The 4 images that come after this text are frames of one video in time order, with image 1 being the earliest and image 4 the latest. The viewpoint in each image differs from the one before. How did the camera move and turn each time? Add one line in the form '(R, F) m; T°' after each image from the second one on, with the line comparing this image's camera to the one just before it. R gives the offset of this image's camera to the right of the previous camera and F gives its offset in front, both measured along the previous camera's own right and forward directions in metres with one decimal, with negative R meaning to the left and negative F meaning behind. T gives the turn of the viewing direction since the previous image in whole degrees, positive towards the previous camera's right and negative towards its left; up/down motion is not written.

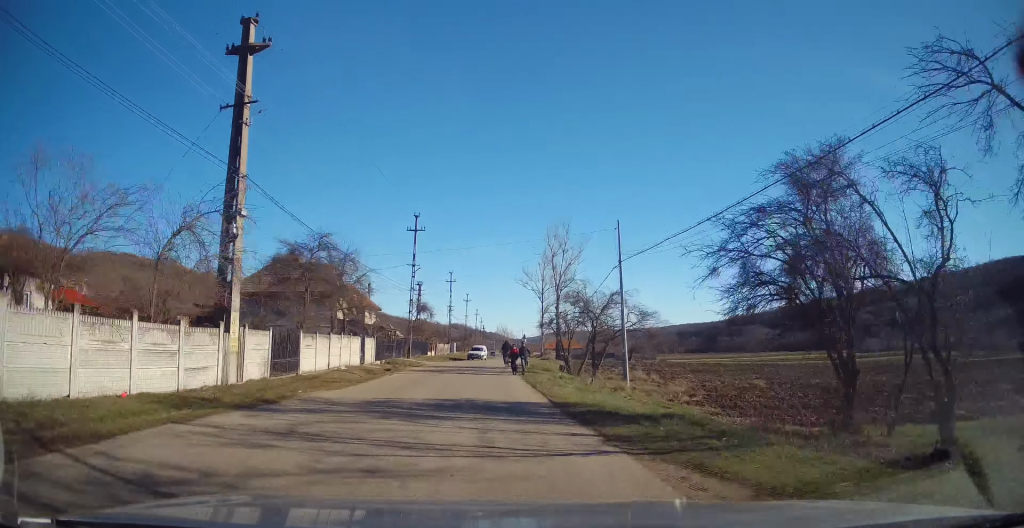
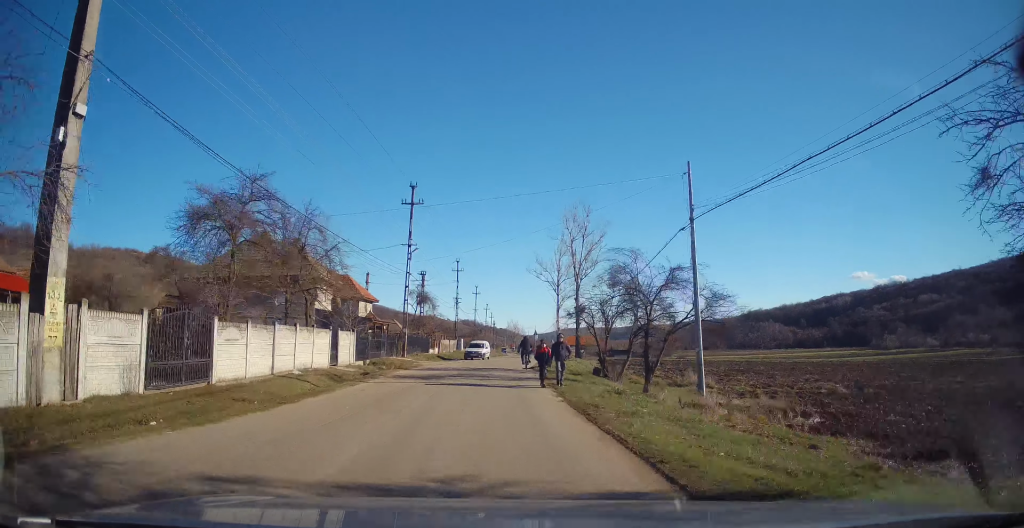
(0.0, +8.6) m; -2°
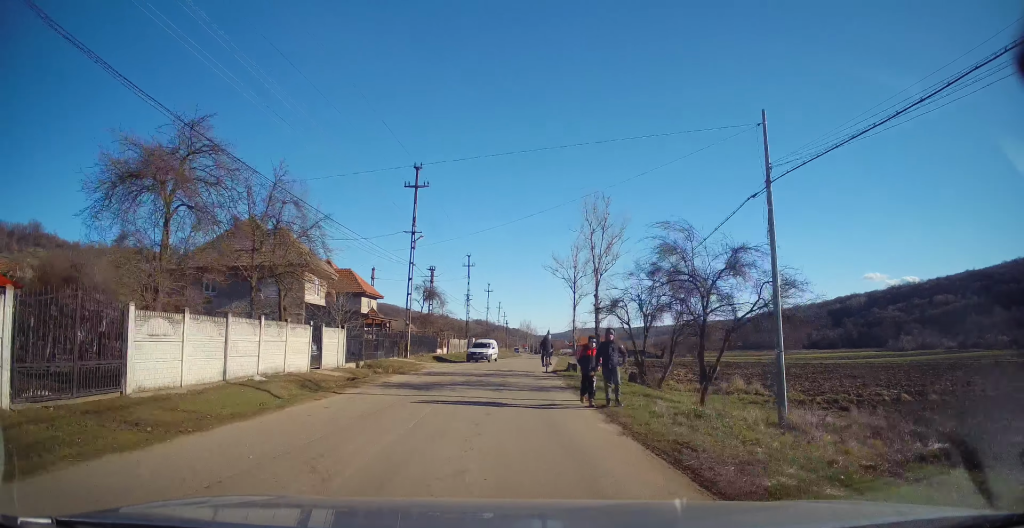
(0.0, +5.1) m; -4°
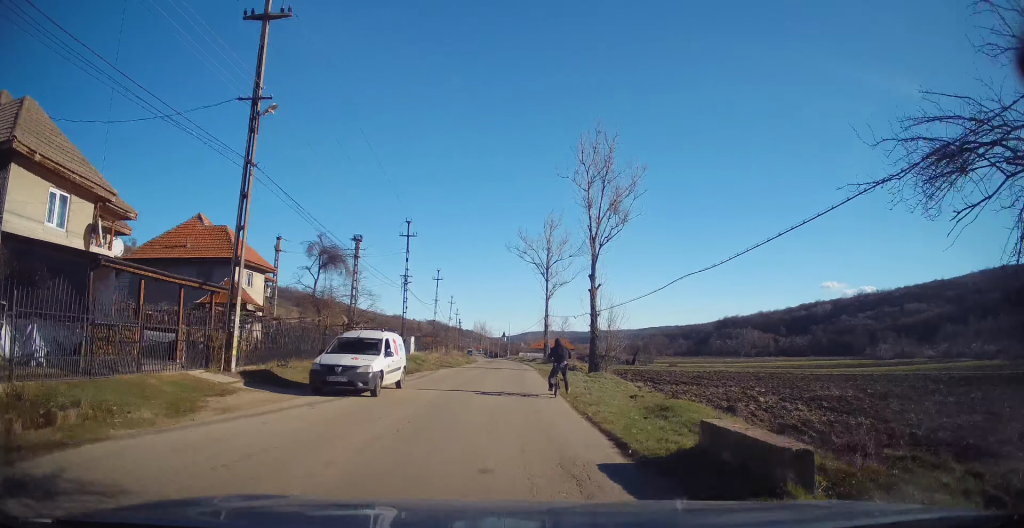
(+0.6, +20.0) m; +7°
